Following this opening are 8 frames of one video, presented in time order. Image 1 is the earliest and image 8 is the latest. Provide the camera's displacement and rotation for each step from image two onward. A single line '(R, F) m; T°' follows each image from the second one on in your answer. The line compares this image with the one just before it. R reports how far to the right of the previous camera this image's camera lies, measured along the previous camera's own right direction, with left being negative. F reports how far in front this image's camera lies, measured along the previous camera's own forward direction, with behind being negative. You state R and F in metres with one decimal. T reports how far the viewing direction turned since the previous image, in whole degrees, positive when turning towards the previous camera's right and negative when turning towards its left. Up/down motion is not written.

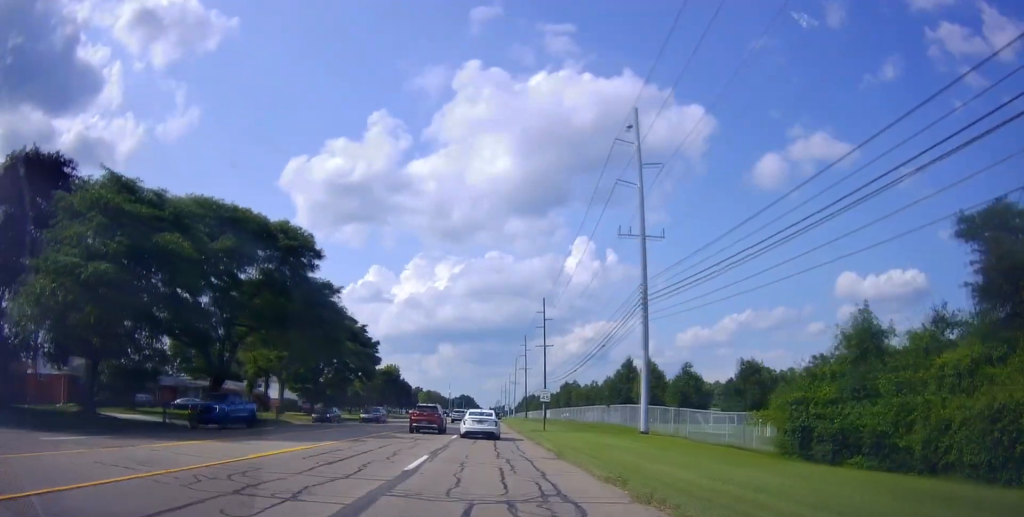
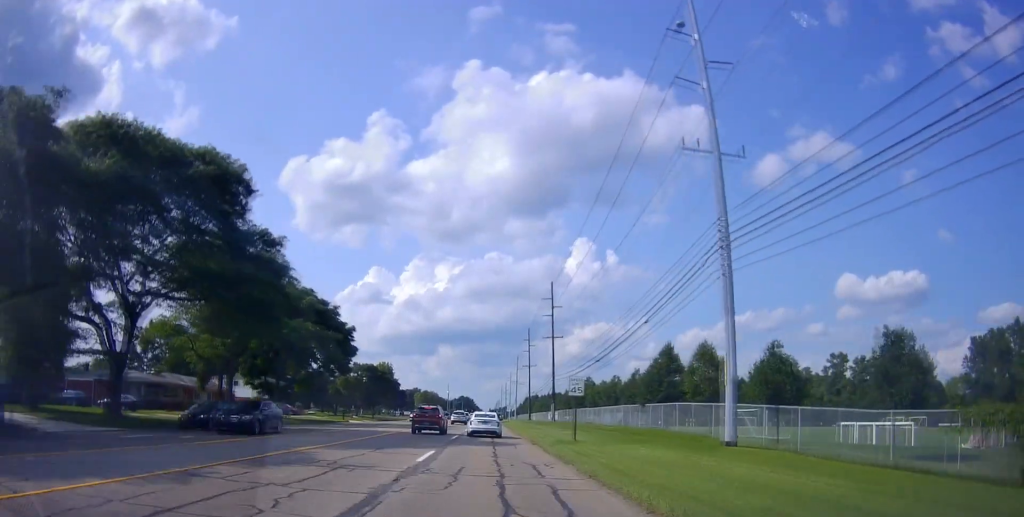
(+0.5, +13.4) m; +1°
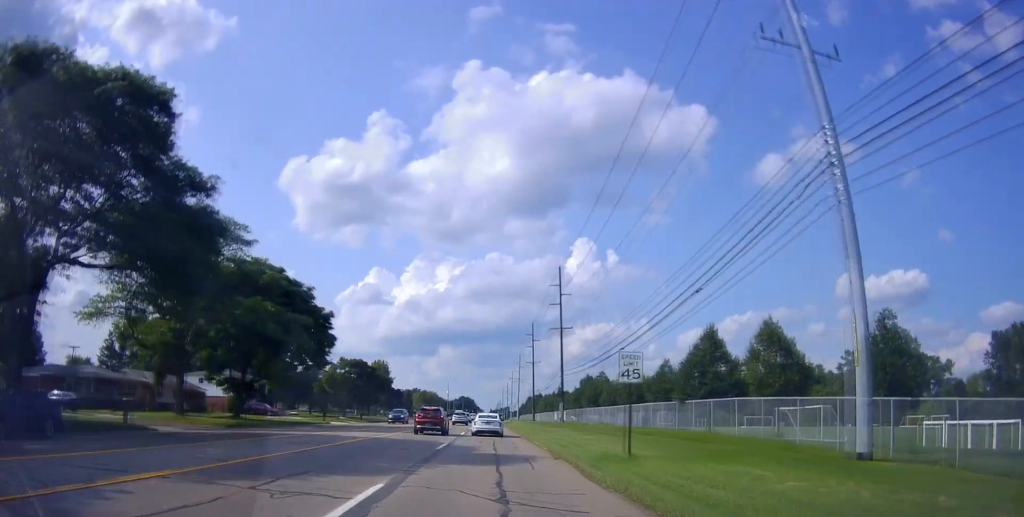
(-0.2, +9.2) m; 0°
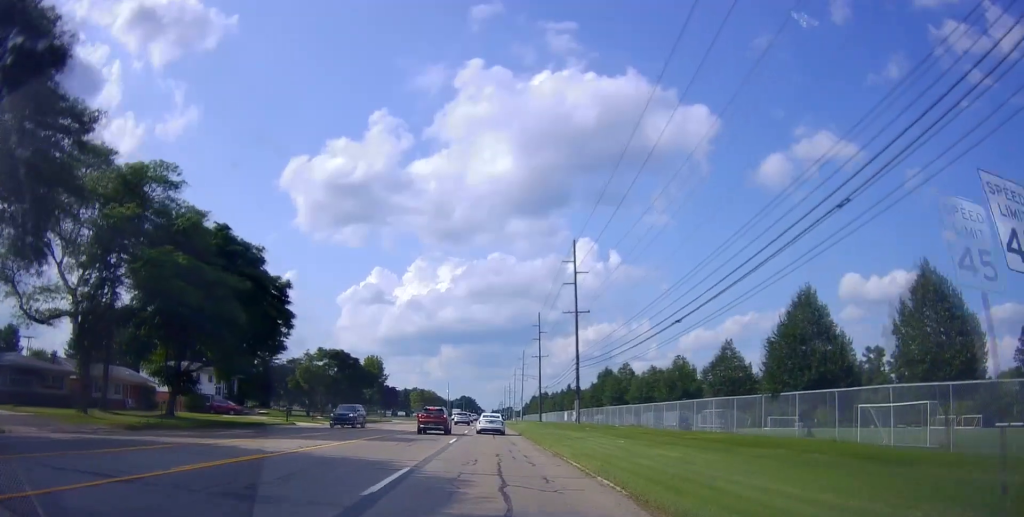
(-0.1, +12.2) m; 0°
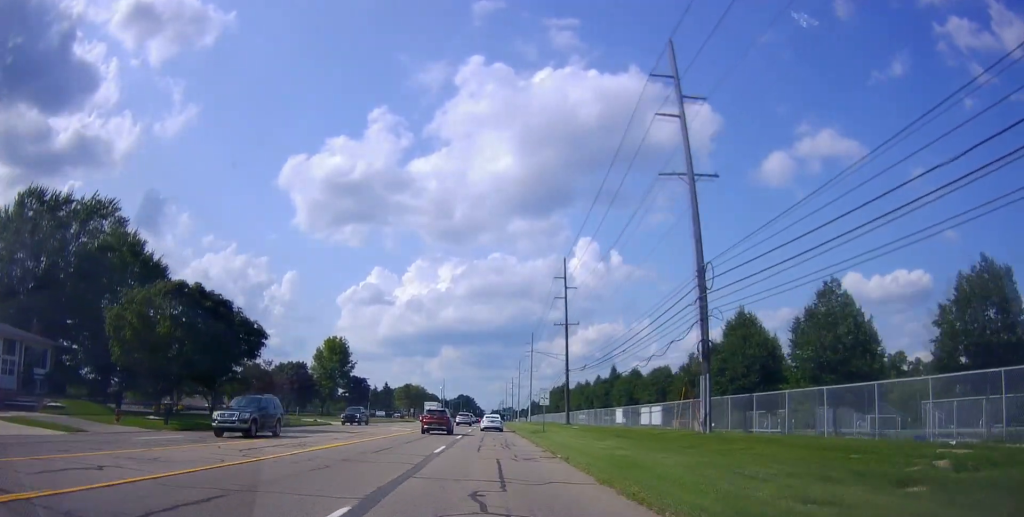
(-0.6, +39.0) m; -1°
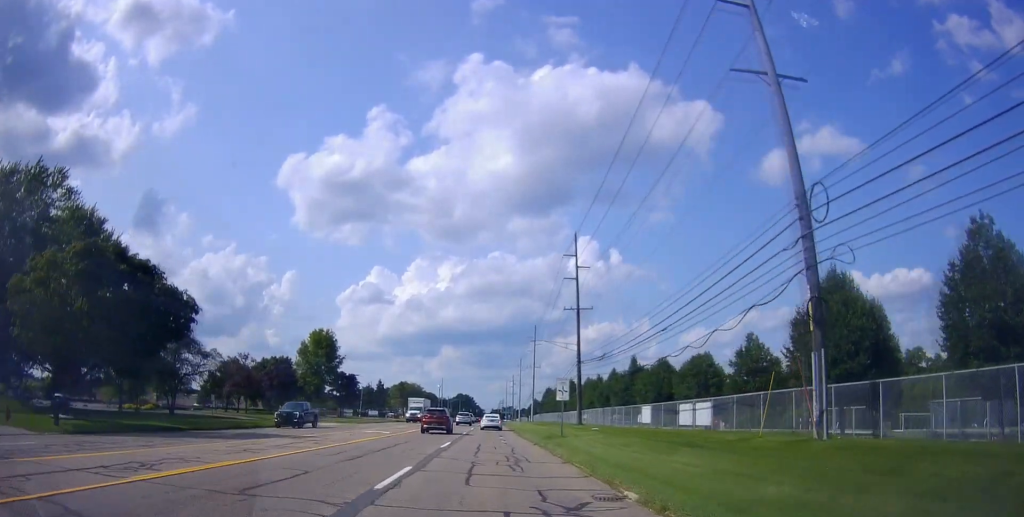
(+0.4, +9.8) m; 0°
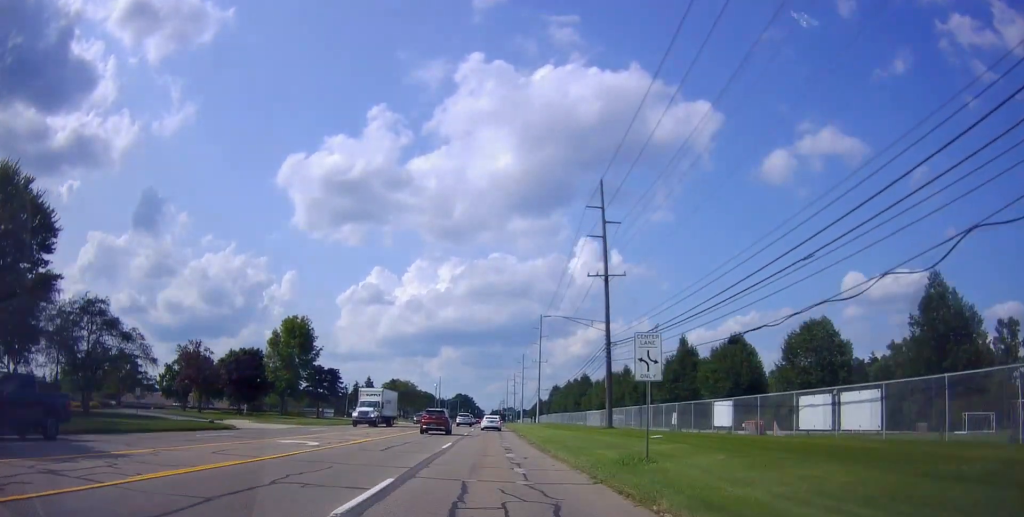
(-0.4, +15.5) m; 0°
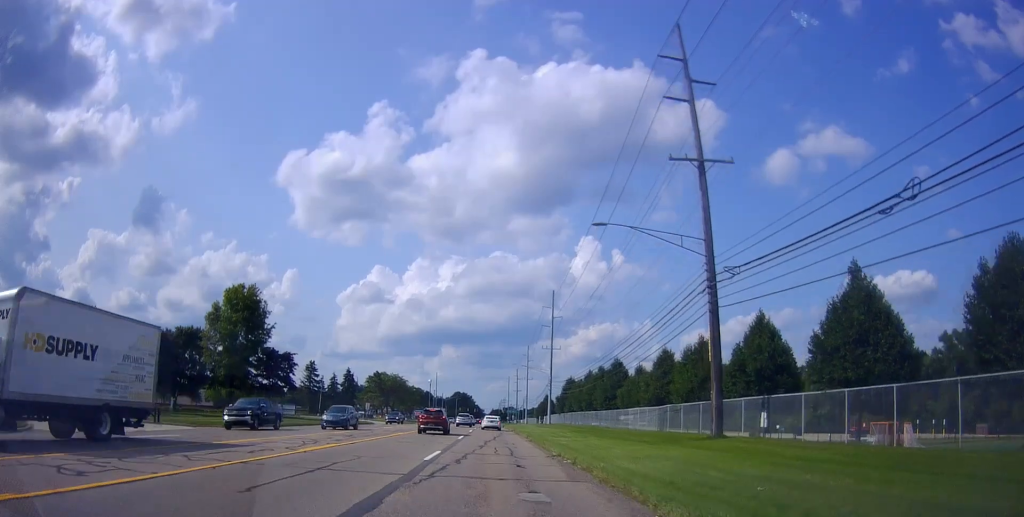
(+0.4, +22.6) m; +1°
